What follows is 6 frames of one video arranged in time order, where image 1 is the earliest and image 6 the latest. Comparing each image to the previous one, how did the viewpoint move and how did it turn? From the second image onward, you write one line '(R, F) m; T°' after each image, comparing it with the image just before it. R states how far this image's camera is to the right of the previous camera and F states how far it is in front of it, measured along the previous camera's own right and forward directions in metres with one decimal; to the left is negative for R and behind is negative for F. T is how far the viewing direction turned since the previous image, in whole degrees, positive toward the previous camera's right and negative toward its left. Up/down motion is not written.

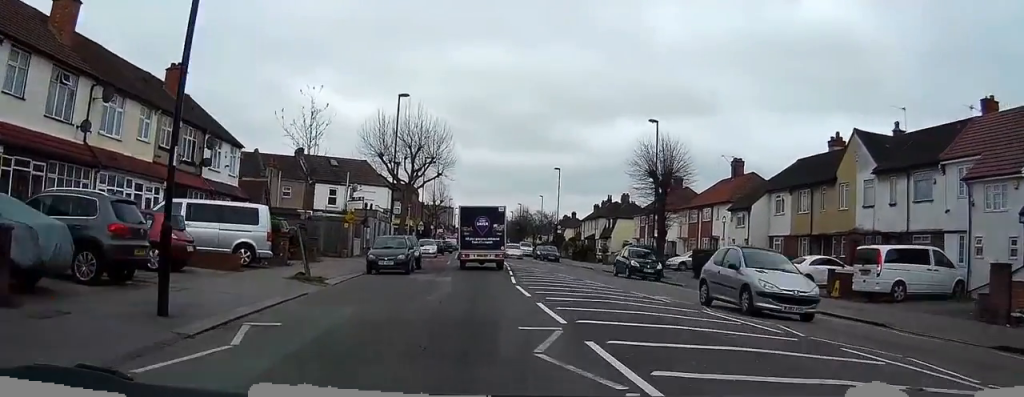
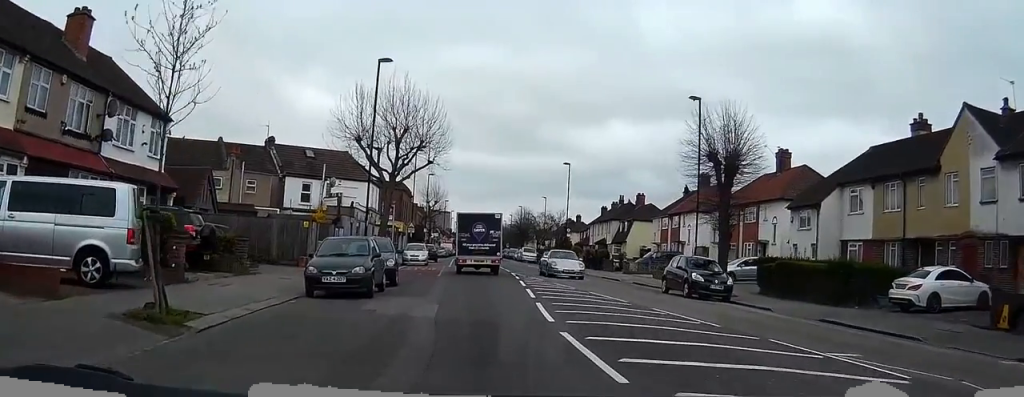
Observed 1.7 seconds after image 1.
(+0.2, +9.7) m; +1°
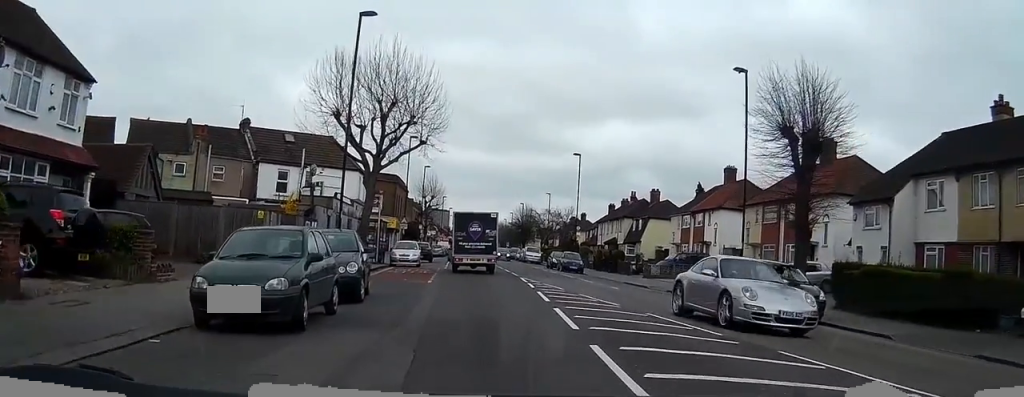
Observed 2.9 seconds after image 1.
(0.0, +6.9) m; 0°
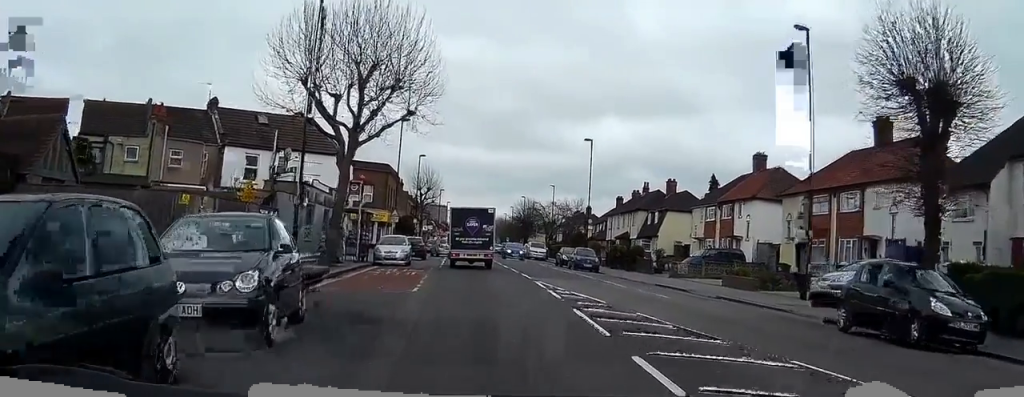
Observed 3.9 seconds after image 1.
(0.0, +6.8) m; 0°
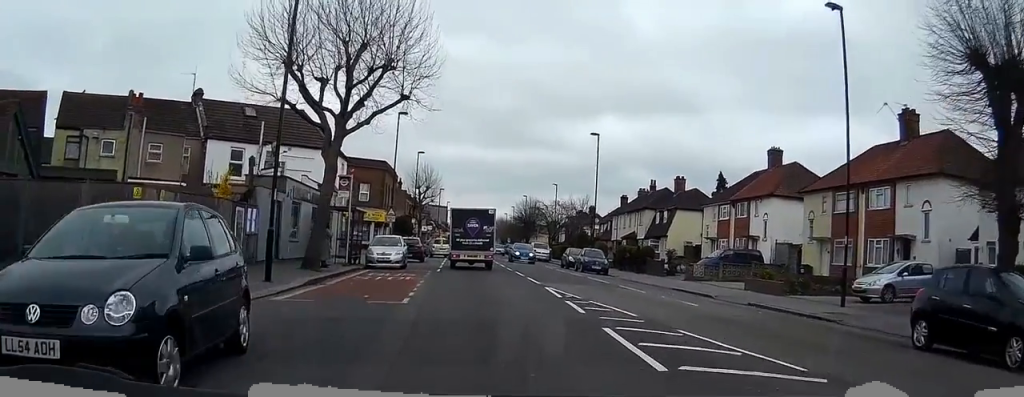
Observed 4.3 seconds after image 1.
(0.0, +2.6) m; 0°
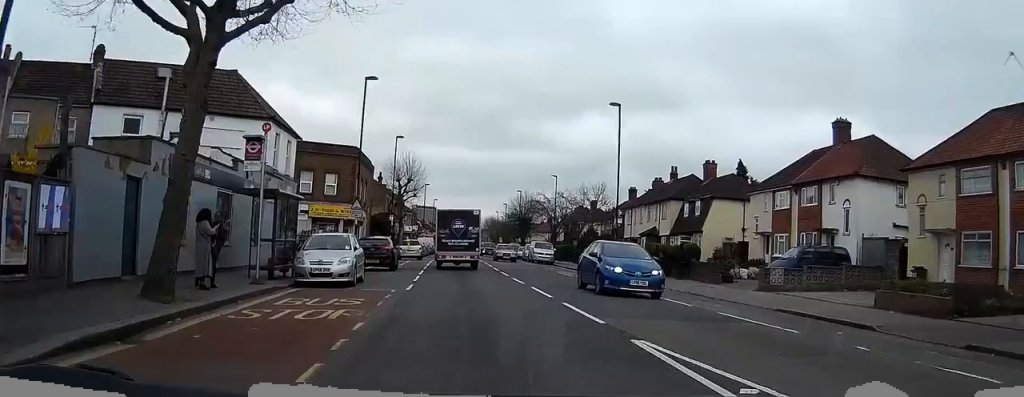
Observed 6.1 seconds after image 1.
(+0.1, +11.9) m; -1°
